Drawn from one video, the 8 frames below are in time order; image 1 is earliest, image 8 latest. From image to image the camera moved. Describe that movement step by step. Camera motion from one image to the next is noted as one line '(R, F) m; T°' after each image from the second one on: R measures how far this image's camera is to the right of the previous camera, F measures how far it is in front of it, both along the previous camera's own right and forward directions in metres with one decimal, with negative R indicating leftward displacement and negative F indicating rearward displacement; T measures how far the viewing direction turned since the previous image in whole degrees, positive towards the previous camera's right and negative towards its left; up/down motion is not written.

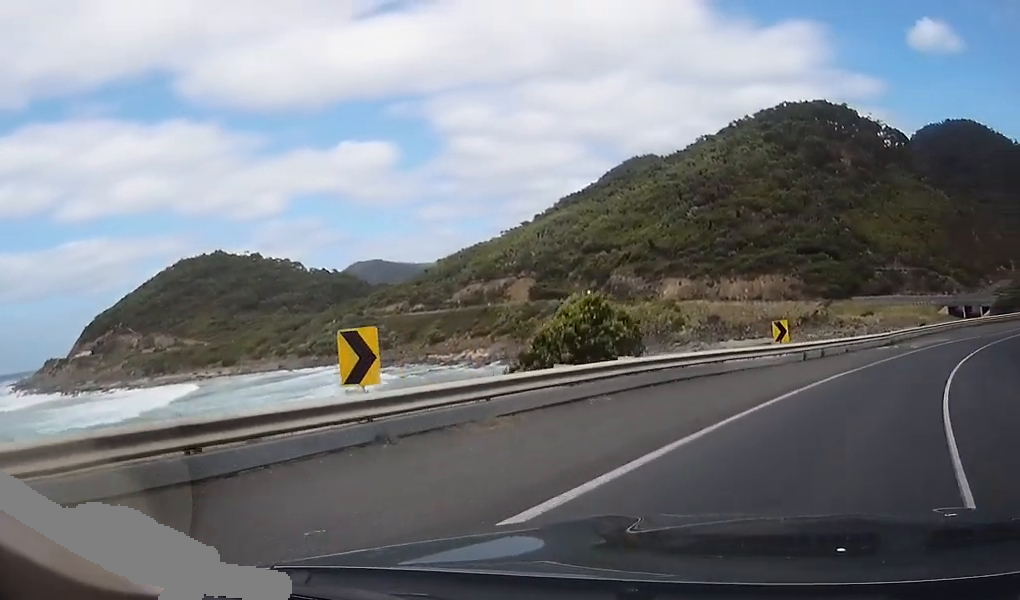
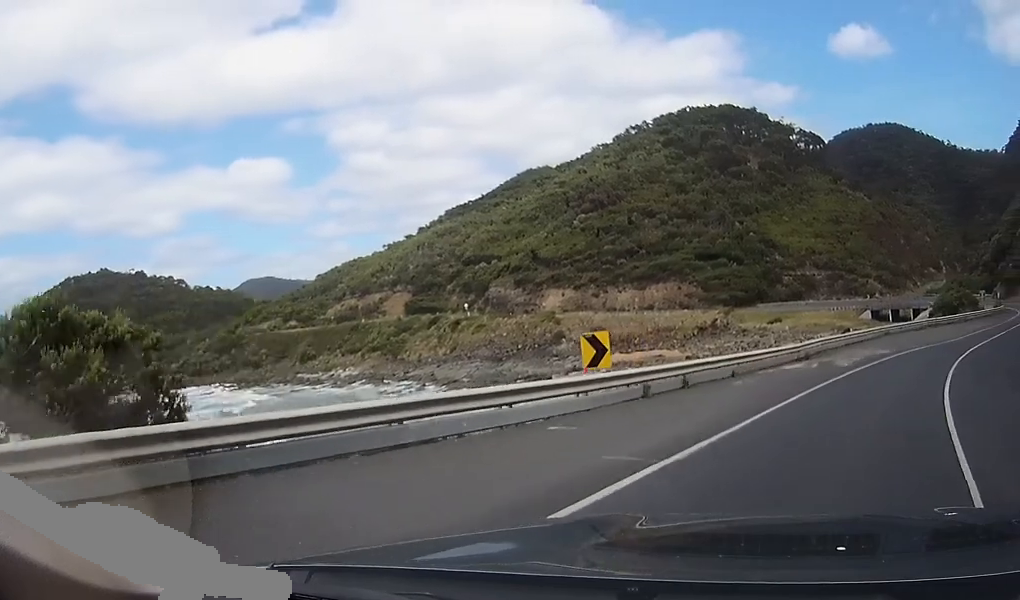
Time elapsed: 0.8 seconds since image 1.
(+0.6, +10.7) m; +9°
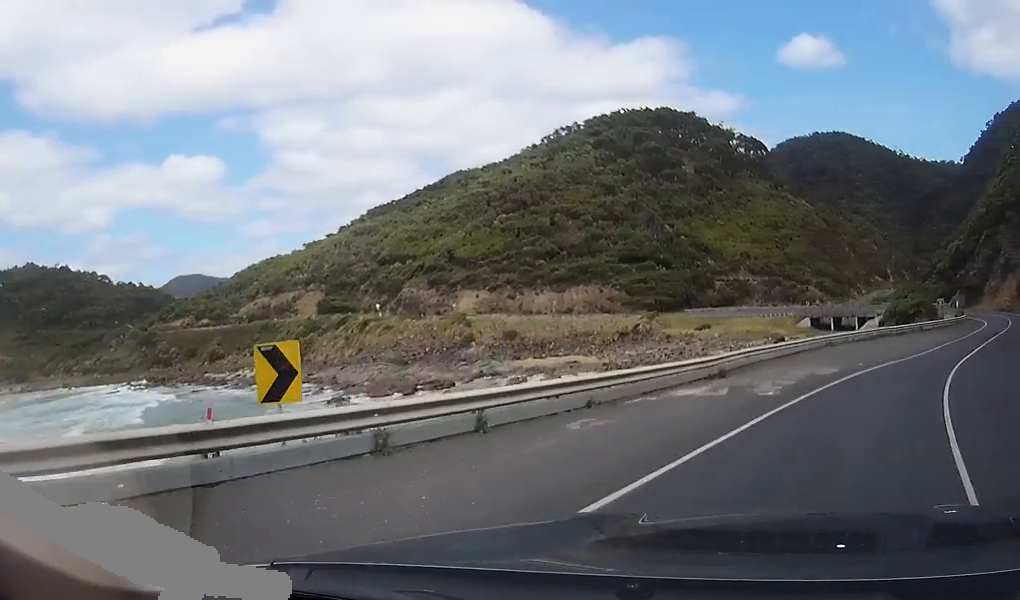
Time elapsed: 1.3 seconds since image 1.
(+0.7, +7.1) m; +5°
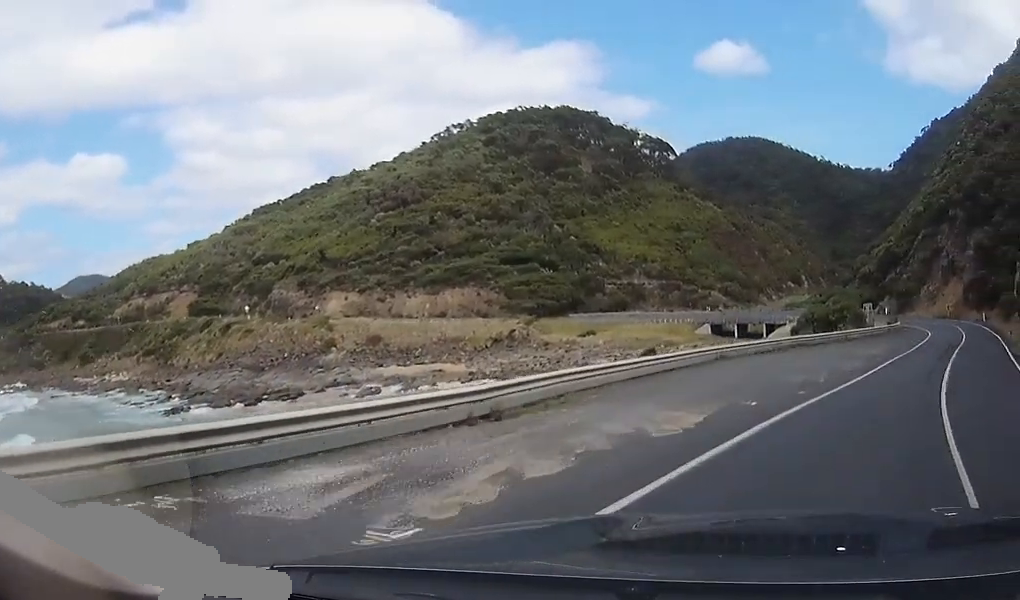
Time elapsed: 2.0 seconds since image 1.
(+0.6, +10.0) m; +5°
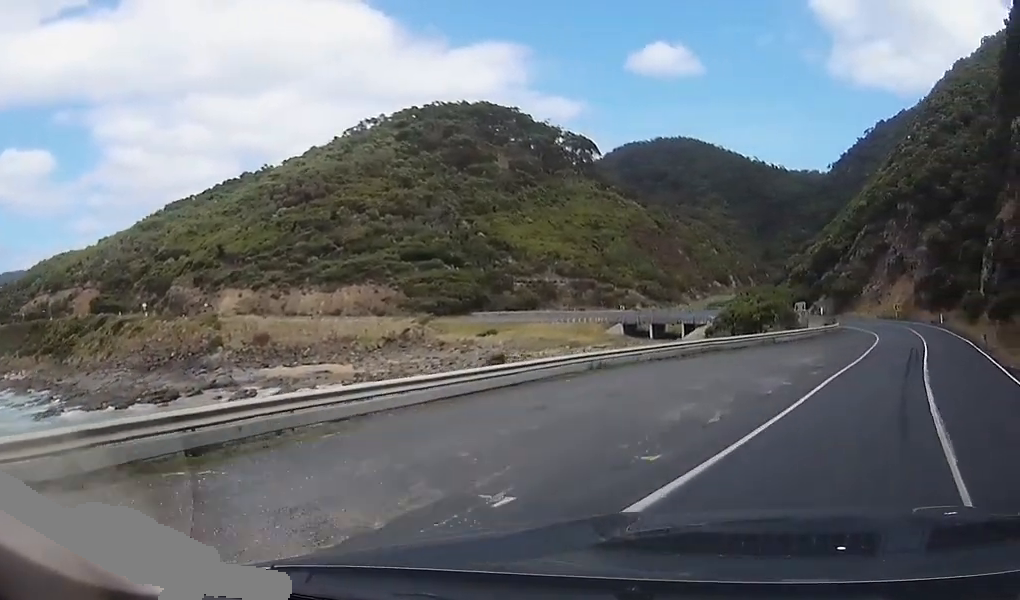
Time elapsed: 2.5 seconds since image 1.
(+0.3, +7.7) m; +3°
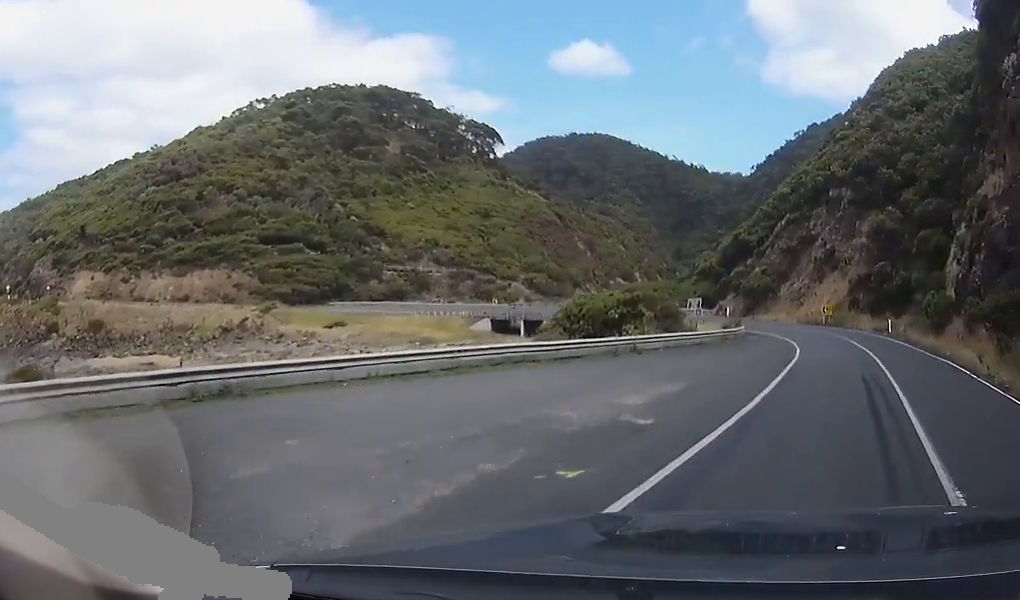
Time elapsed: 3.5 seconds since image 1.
(+0.4, +14.1) m; +1°
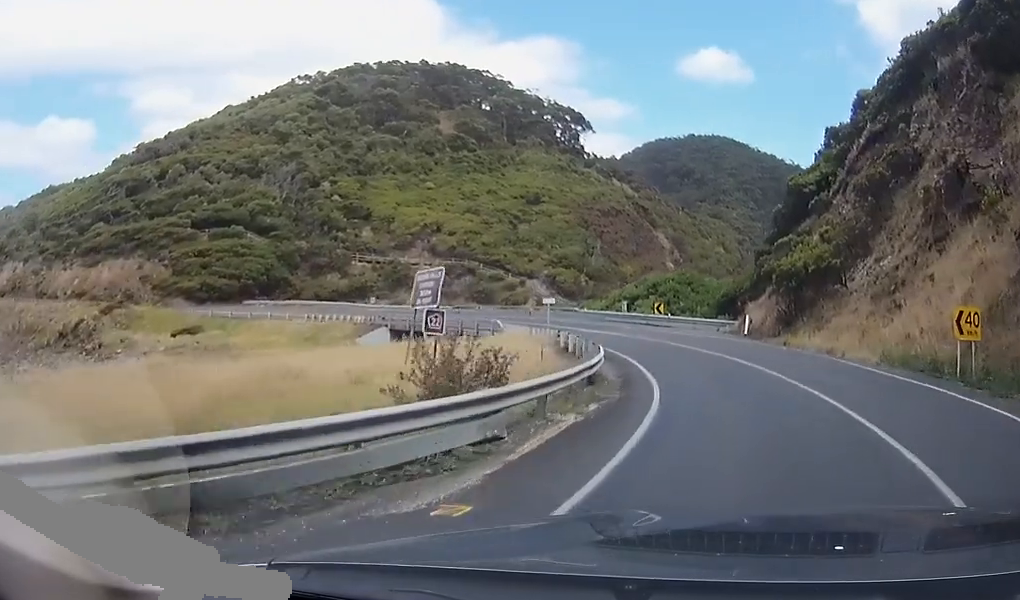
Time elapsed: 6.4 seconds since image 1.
(-6.6, +41.0) m; -27°
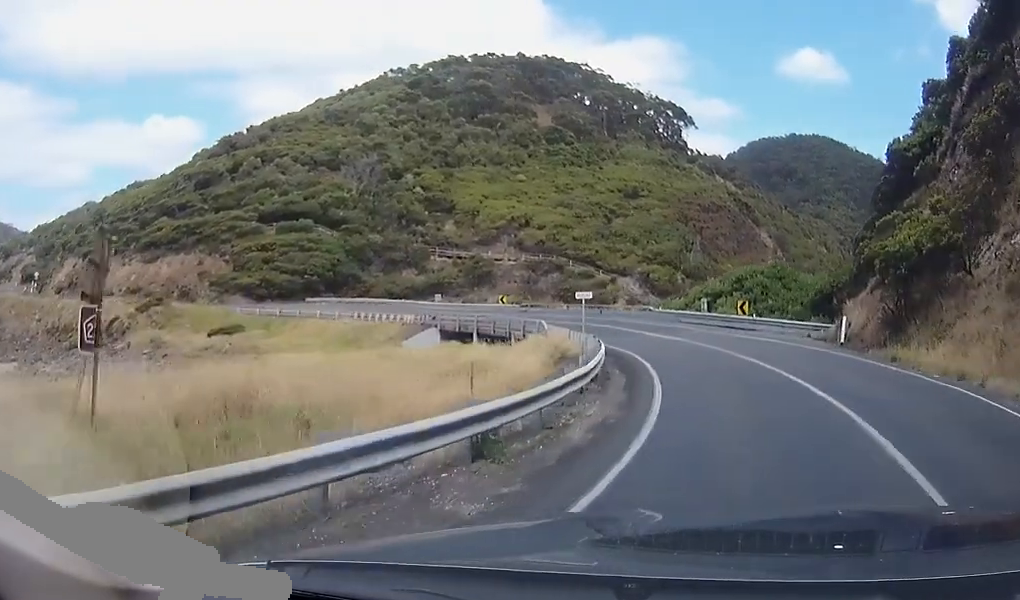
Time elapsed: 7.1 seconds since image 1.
(-0.9, +9.2) m; -10°
